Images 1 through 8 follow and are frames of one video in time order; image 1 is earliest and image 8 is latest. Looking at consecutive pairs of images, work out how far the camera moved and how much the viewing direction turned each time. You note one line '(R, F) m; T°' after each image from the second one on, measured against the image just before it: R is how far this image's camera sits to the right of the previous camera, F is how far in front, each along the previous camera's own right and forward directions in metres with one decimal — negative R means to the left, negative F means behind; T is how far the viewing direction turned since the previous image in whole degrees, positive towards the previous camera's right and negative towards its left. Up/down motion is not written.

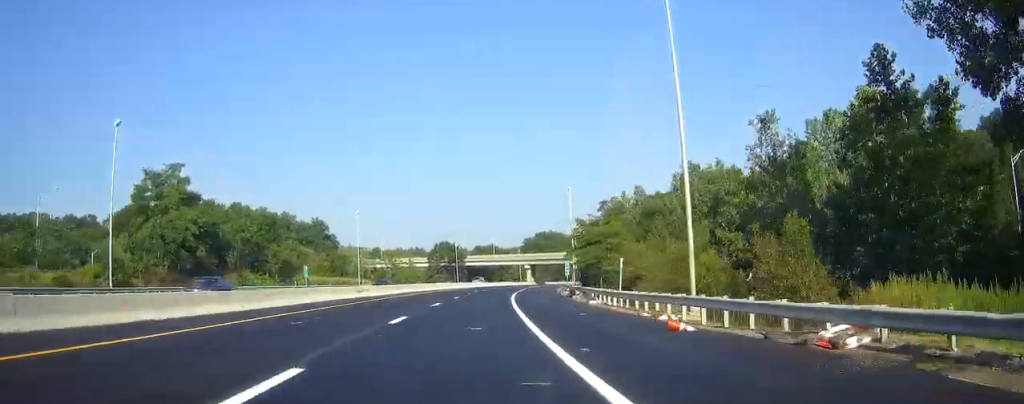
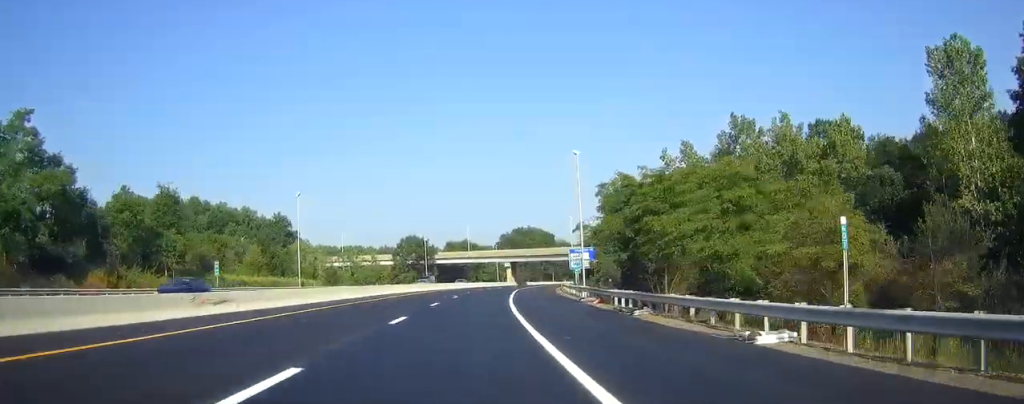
(+0.5, +23.6) m; +2°
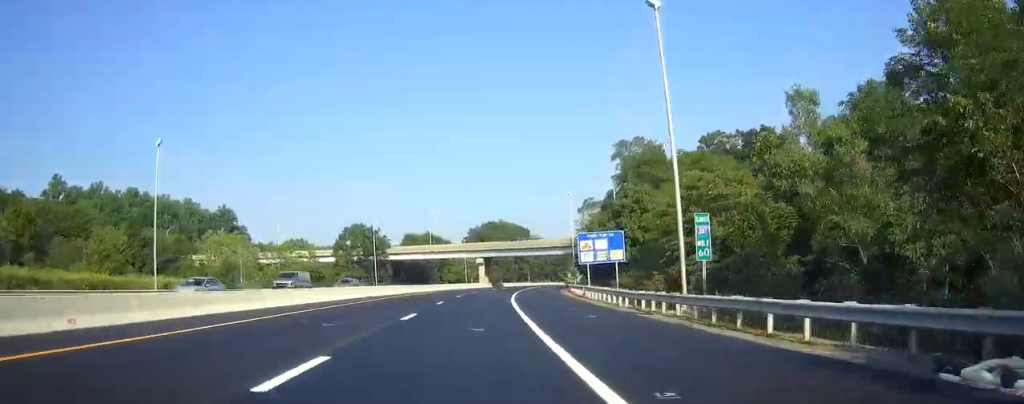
(+1.0, +34.2) m; +3°
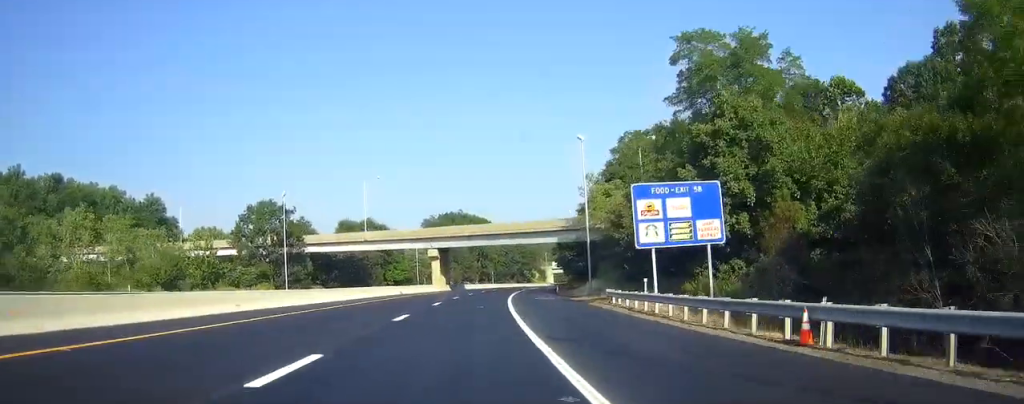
(+0.8, +35.2) m; +3°
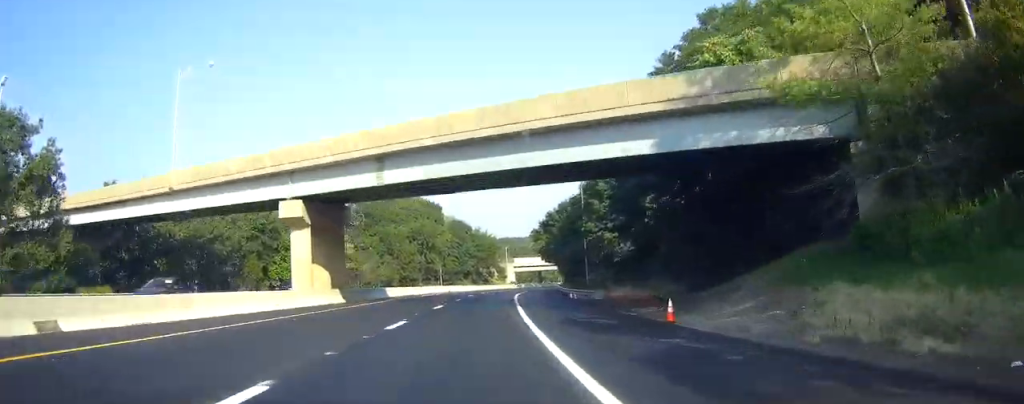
(+2.1, +50.3) m; +5°
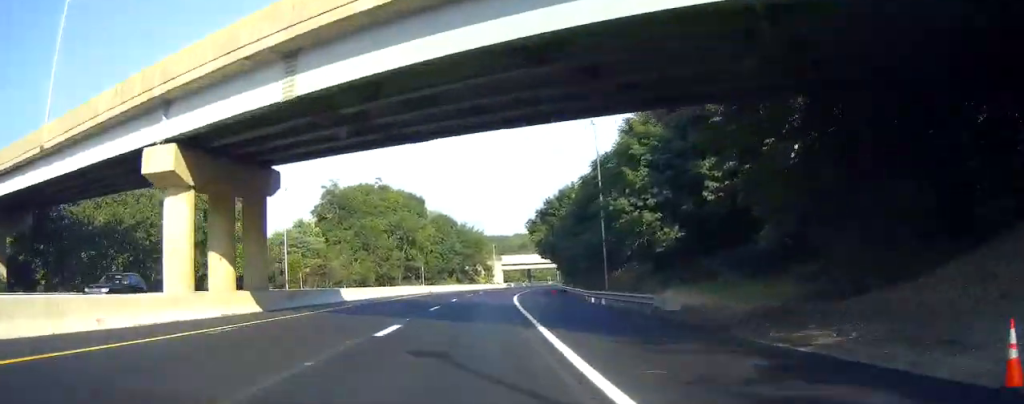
(+0.3, +14.0) m; +1°
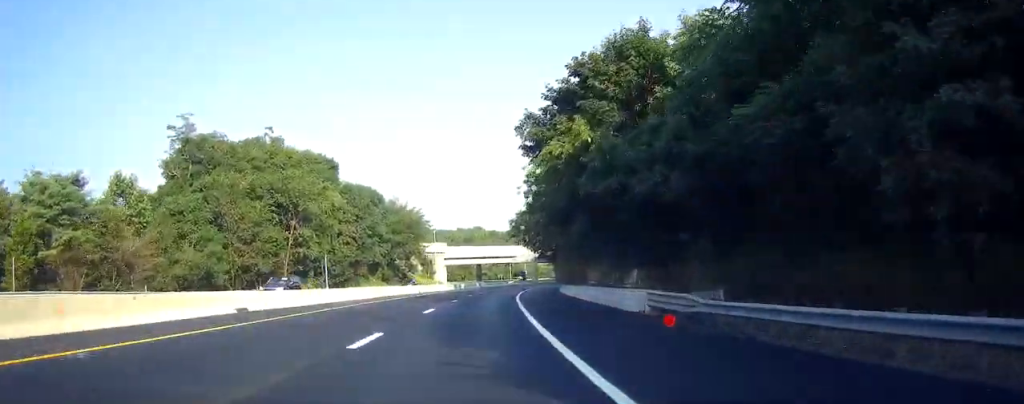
(+1.4, +49.9) m; +6°
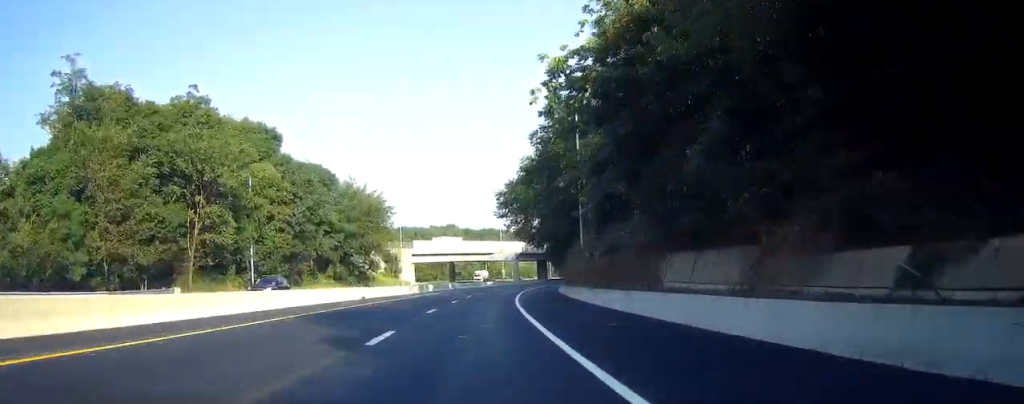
(+1.4, +23.0) m; +3°
